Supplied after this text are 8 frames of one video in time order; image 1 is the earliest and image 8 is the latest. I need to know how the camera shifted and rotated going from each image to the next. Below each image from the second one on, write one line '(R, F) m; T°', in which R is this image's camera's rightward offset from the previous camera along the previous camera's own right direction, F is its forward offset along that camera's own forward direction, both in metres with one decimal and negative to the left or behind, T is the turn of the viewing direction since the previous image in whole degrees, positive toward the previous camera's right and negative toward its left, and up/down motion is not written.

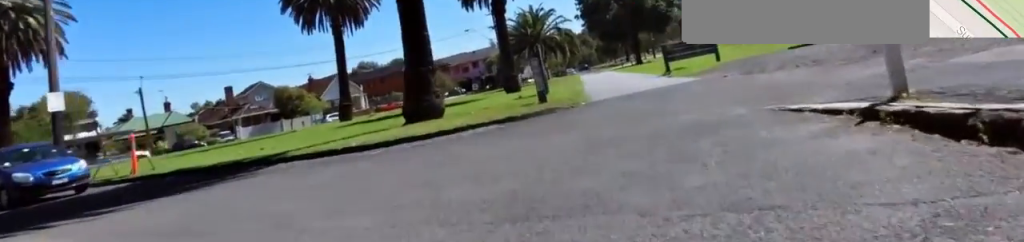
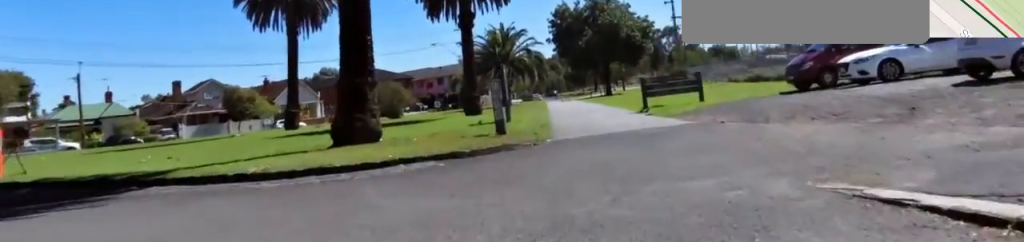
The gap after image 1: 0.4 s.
(+0.4, +2.7) m; +5°
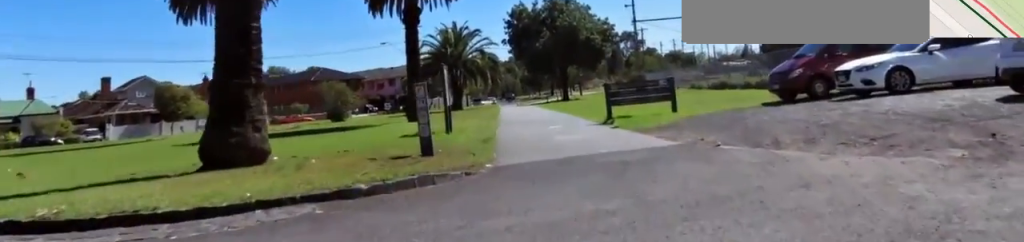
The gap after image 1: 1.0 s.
(+1.3, +3.4) m; +3°
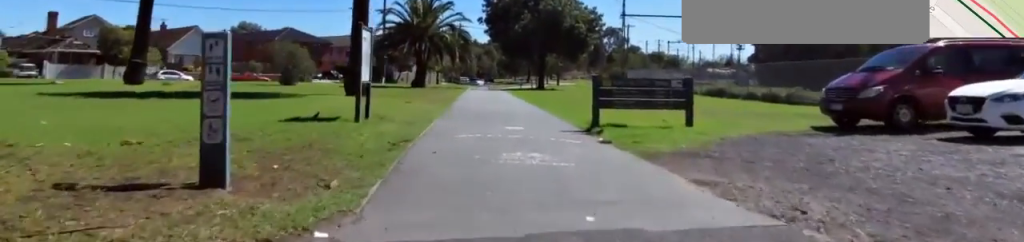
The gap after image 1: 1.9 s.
(-0.8, +6.1) m; -4°
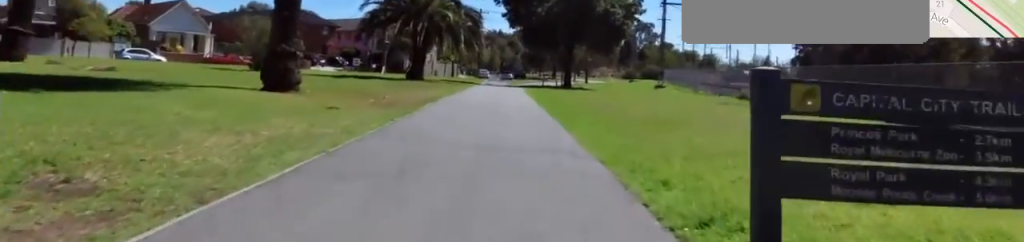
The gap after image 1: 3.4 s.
(-0.3, +10.5) m; -9°
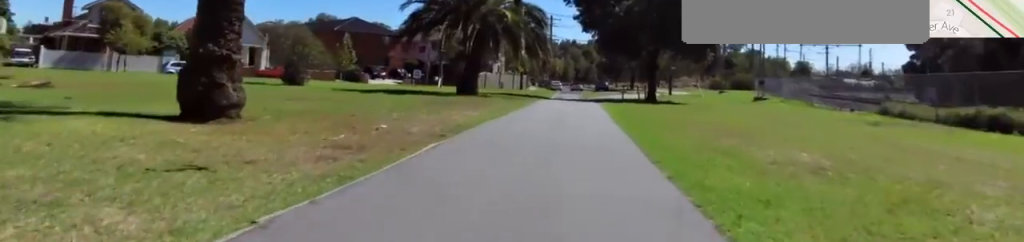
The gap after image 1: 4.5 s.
(-0.8, +7.8) m; +2°
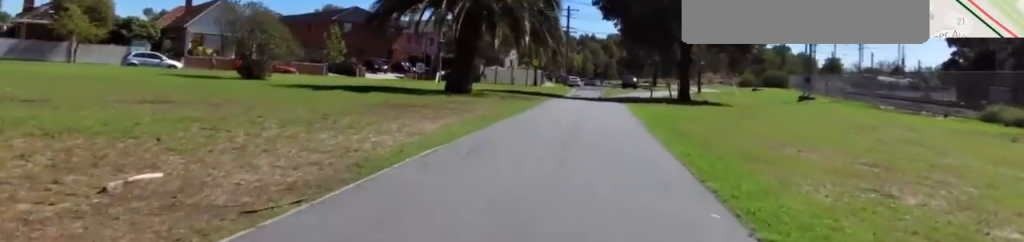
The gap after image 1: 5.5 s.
(+1.0, +7.4) m; +5°
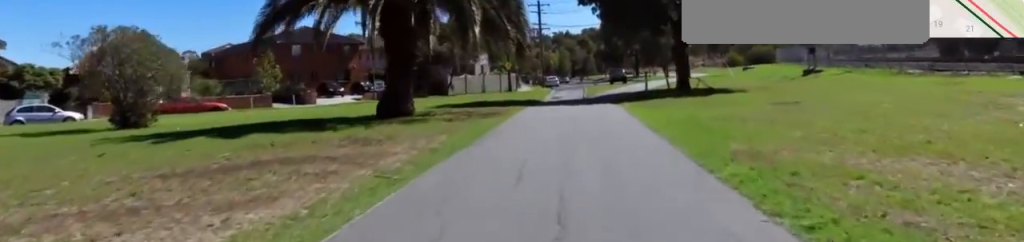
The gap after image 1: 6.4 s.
(-0.4, +7.2) m; -1°
